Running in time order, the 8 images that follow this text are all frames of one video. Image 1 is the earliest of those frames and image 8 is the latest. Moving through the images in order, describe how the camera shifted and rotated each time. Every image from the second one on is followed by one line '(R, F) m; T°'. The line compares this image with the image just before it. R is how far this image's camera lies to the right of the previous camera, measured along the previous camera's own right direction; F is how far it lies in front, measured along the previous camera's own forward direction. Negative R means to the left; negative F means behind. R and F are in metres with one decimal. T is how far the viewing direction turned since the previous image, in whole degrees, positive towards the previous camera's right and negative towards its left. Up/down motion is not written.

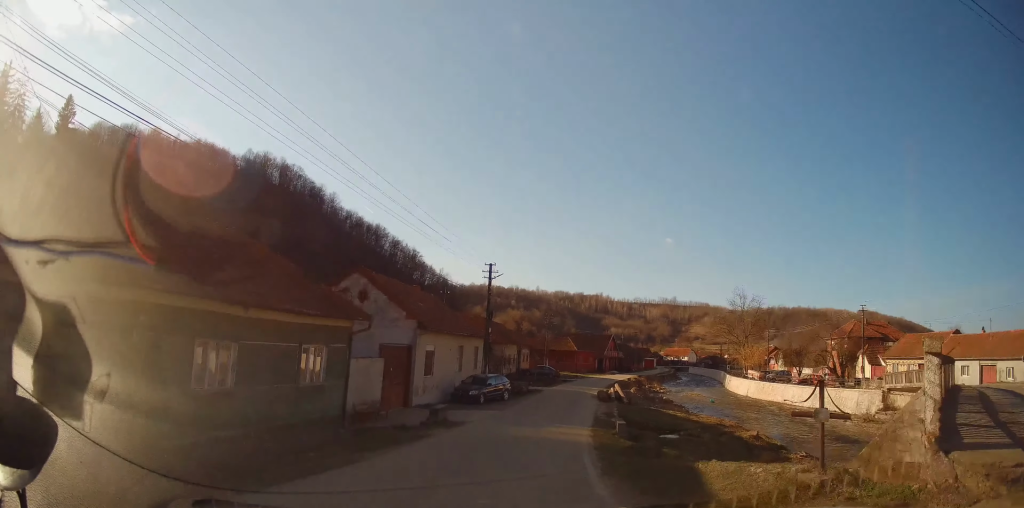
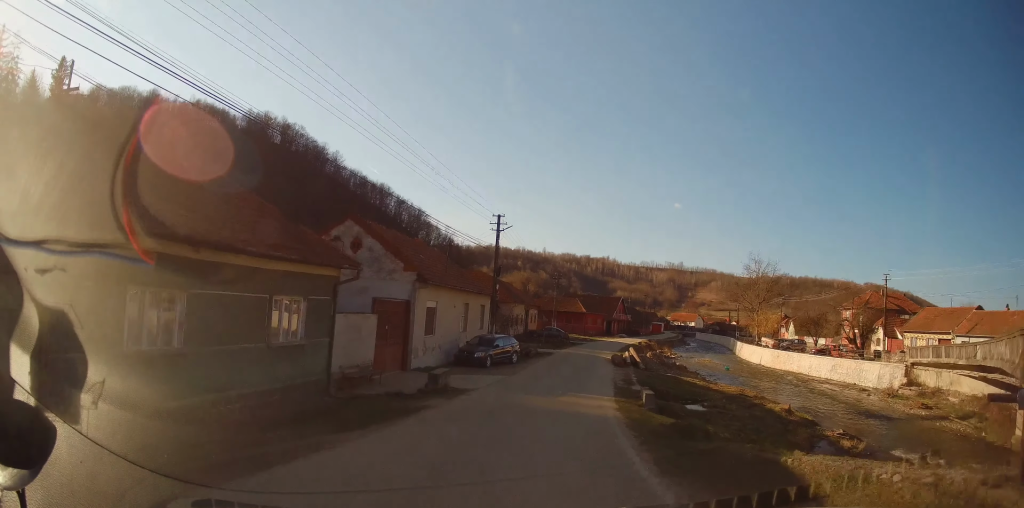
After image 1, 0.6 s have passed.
(-0.2, +2.5) m; +1°
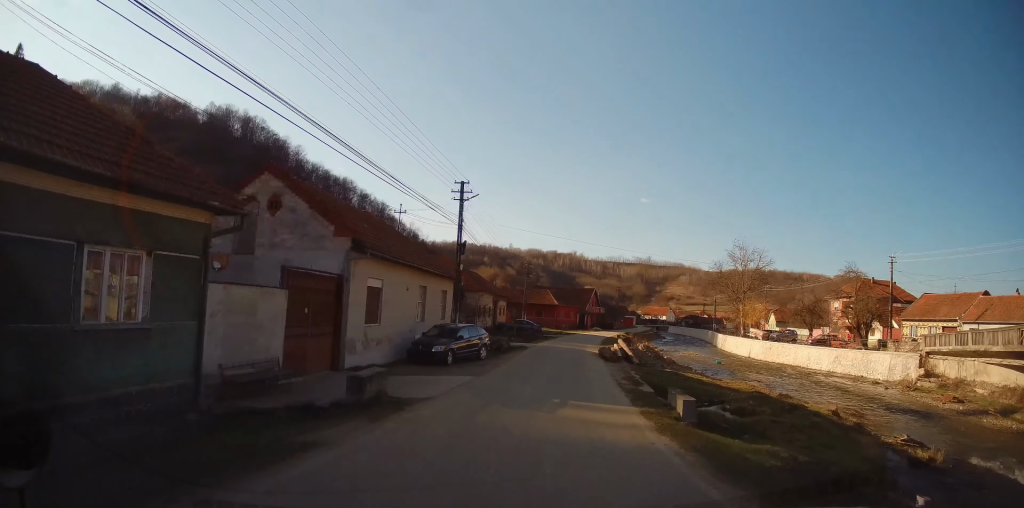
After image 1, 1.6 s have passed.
(+0.2, +4.8) m; +1°
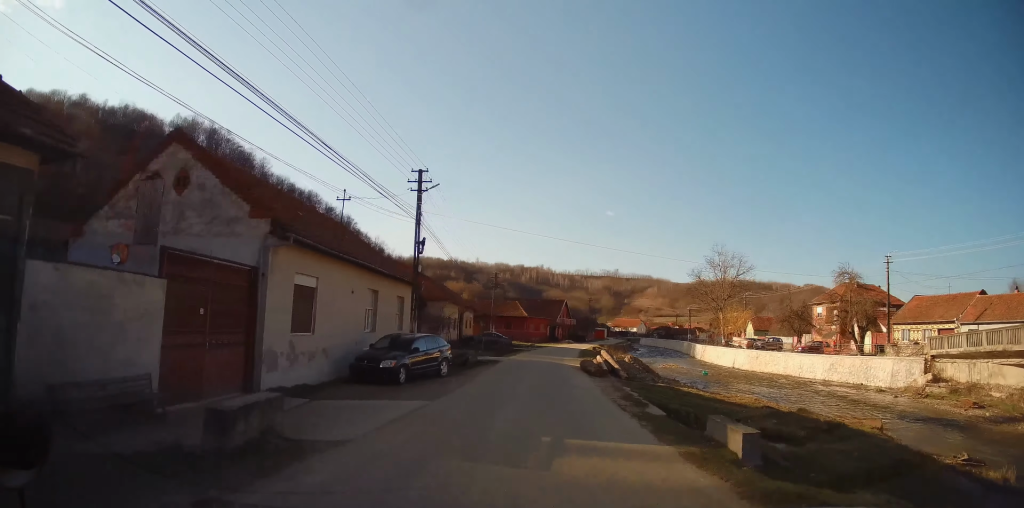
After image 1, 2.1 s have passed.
(+0.1, +3.4) m; +1°
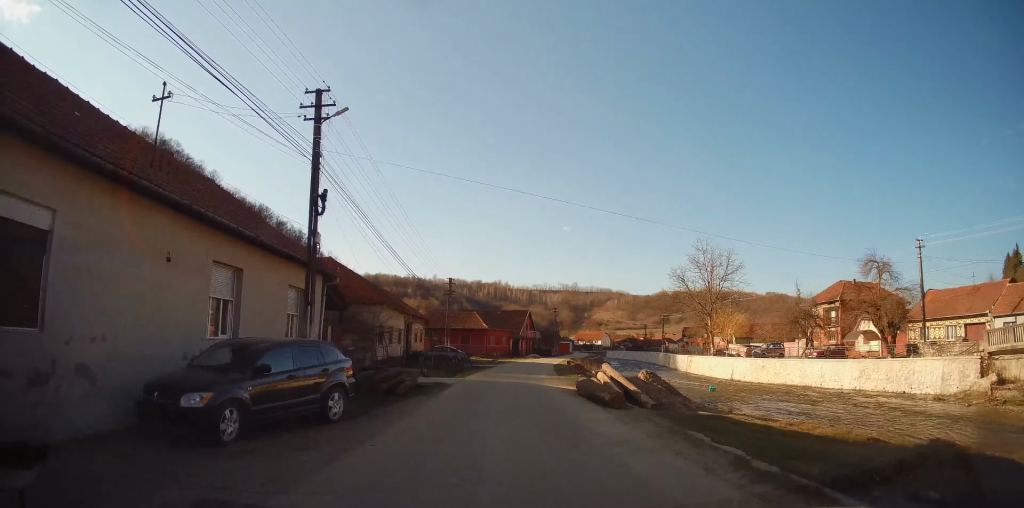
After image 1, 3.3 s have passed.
(+0.1, +8.3) m; +5°
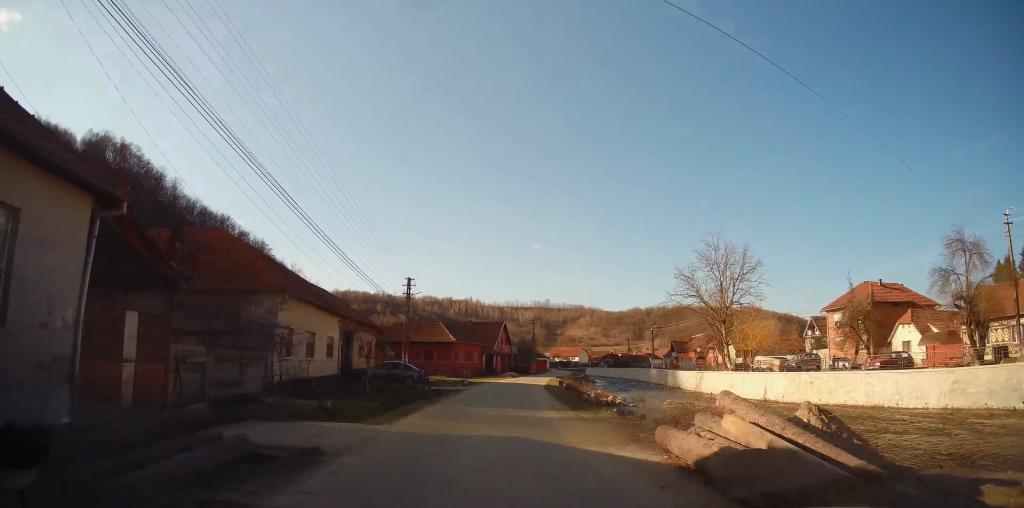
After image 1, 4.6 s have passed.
(+0.6, +10.9) m; +4°
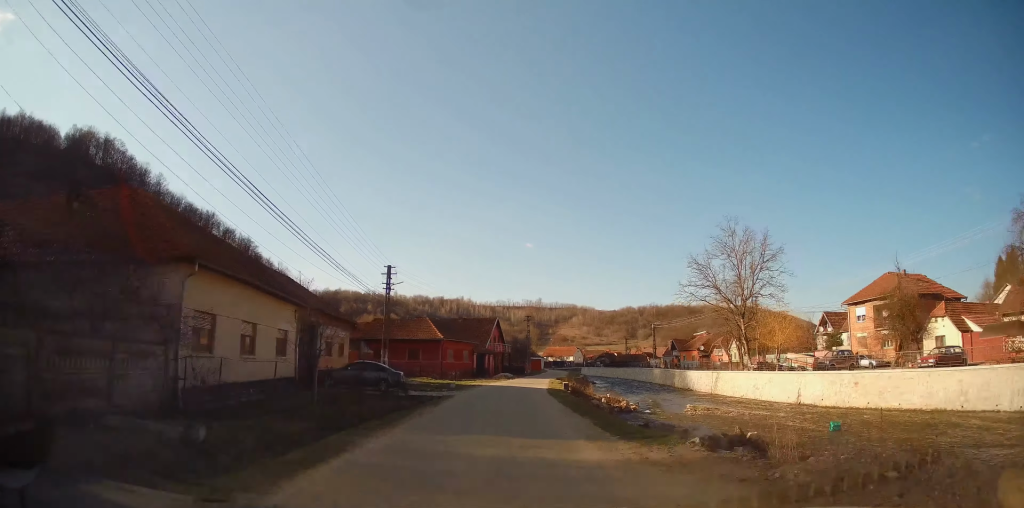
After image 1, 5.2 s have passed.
(0.0, +5.7) m; 0°
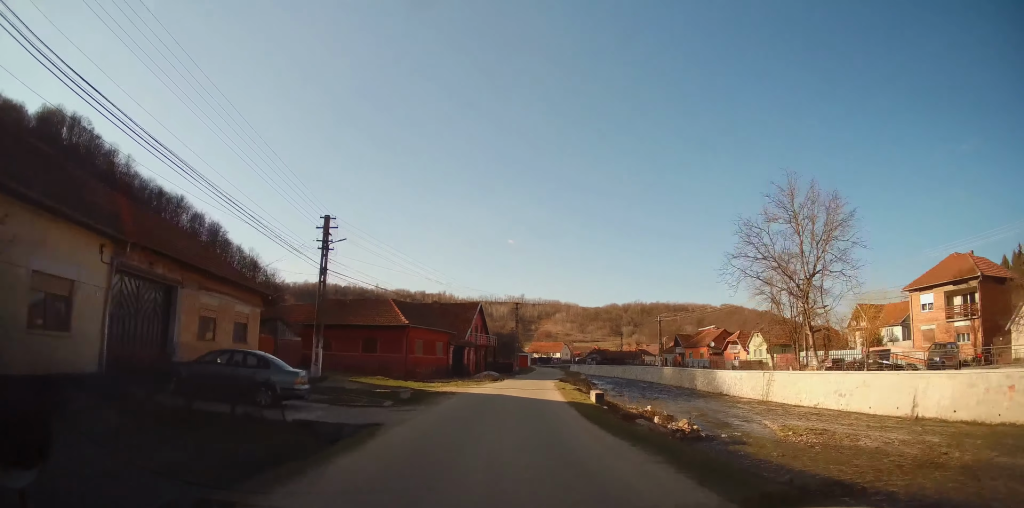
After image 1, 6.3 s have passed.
(+0.2, +12.2) m; +1°
